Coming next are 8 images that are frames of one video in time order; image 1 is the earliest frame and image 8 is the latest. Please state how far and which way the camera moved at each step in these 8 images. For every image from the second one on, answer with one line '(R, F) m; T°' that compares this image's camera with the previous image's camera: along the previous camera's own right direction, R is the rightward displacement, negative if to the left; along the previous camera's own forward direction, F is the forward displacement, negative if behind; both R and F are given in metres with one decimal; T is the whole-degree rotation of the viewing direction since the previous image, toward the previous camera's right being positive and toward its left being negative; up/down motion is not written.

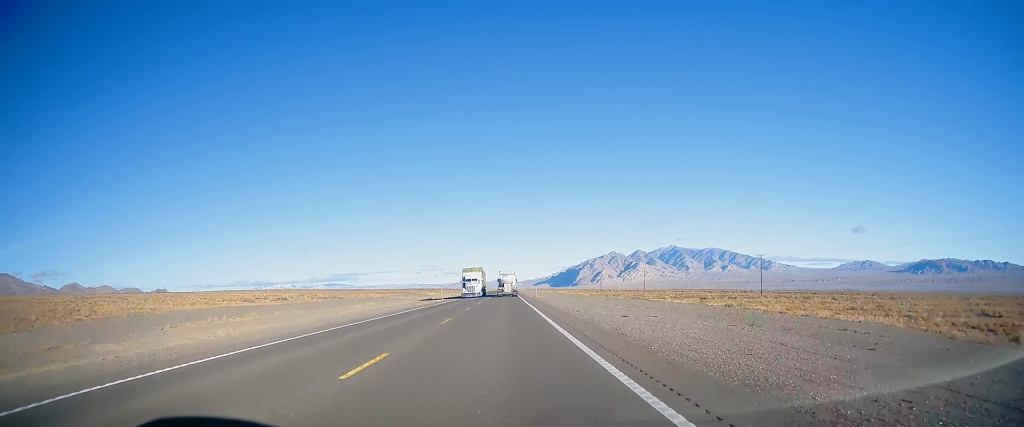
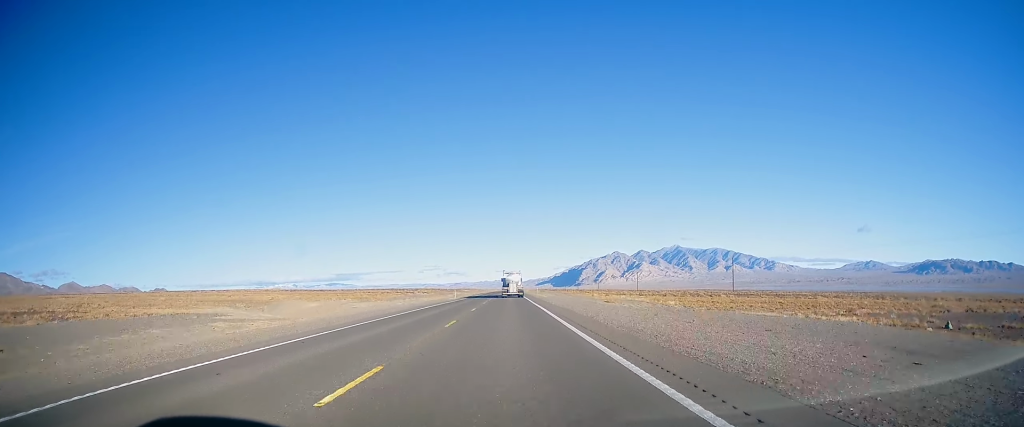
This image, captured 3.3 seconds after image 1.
(-0.5, +110.4) m; 0°
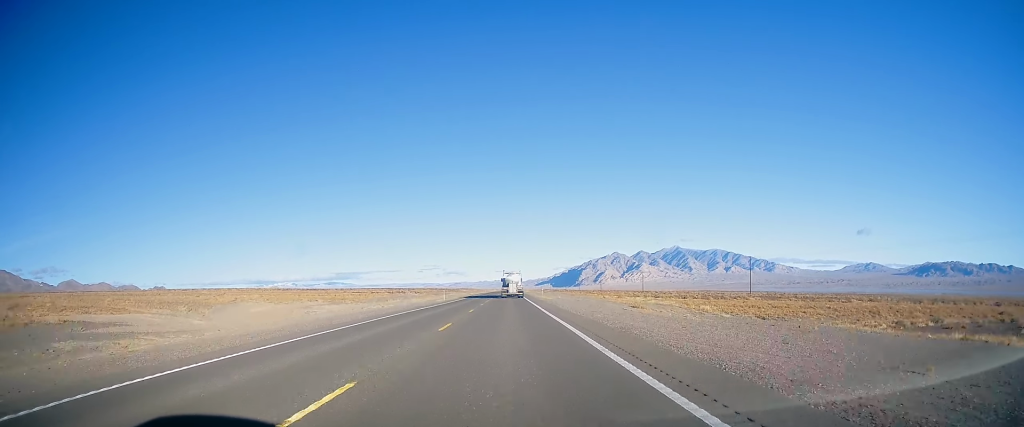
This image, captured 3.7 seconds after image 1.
(-0.1, +13.5) m; 0°
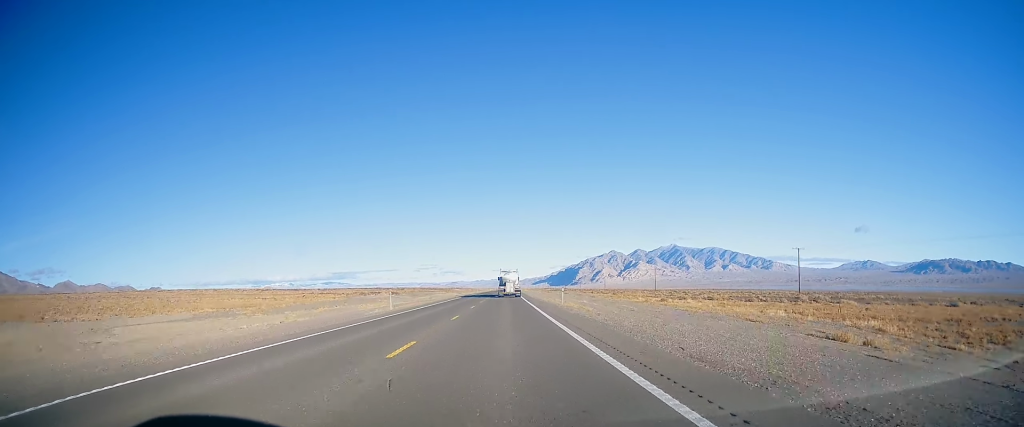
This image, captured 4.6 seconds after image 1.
(+0.4, +30.4) m; 0°
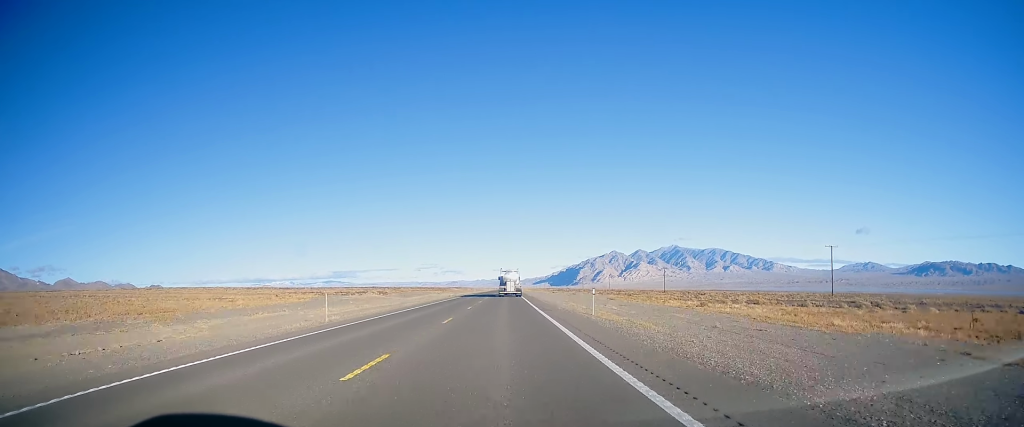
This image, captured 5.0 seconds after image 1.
(+0.1, +14.6) m; 0°
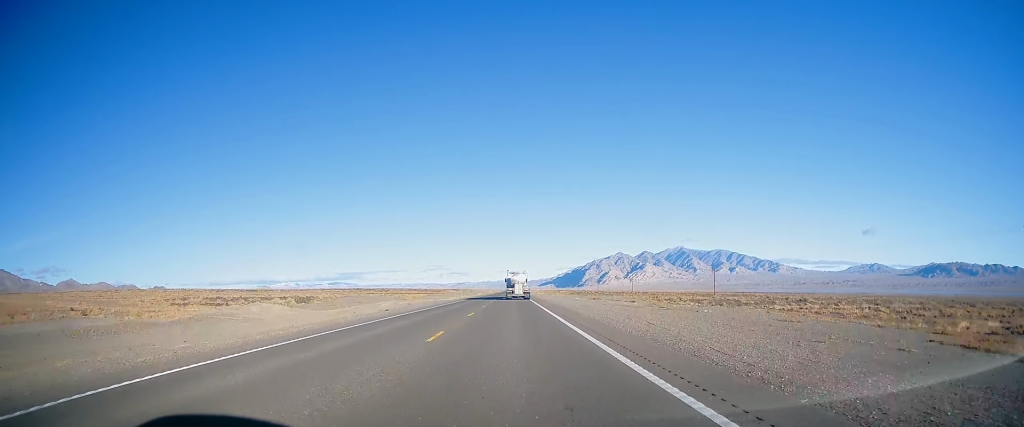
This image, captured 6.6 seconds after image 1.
(-0.9, +54.8) m; 0°
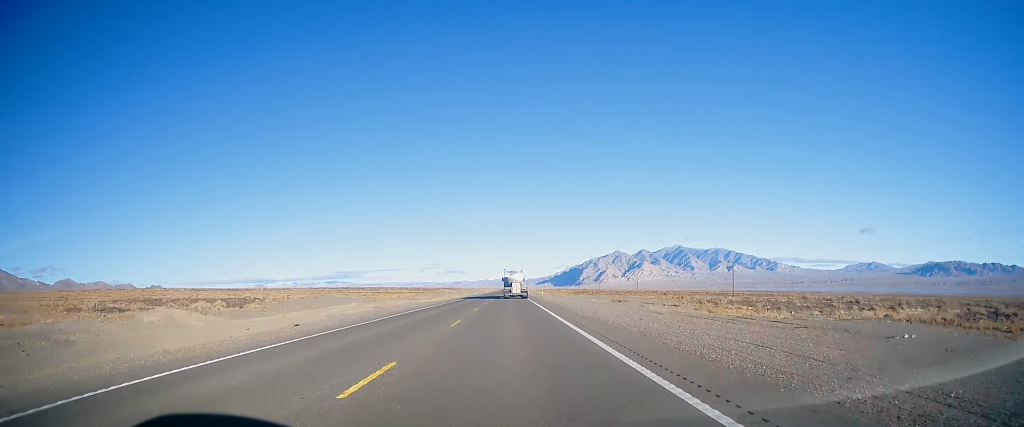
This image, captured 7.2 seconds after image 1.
(+0.1, +18.9) m; +1°
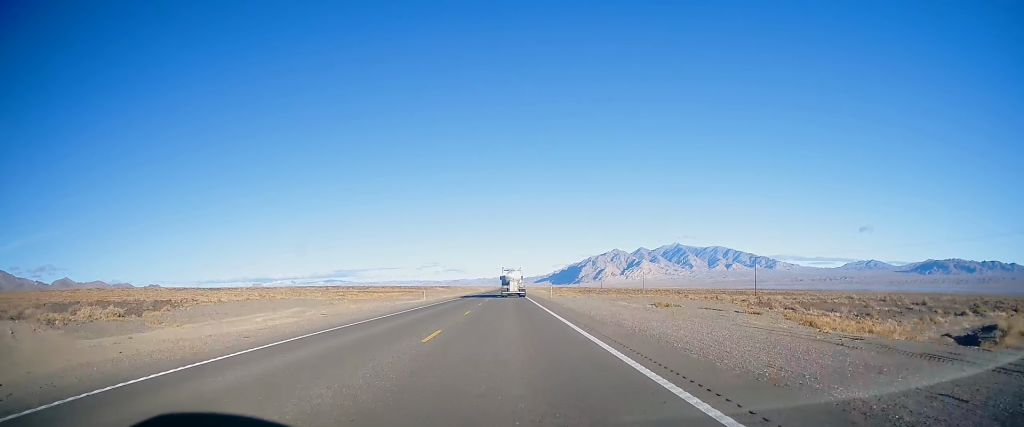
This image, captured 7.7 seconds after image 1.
(+0.2, +17.8) m; 0°
